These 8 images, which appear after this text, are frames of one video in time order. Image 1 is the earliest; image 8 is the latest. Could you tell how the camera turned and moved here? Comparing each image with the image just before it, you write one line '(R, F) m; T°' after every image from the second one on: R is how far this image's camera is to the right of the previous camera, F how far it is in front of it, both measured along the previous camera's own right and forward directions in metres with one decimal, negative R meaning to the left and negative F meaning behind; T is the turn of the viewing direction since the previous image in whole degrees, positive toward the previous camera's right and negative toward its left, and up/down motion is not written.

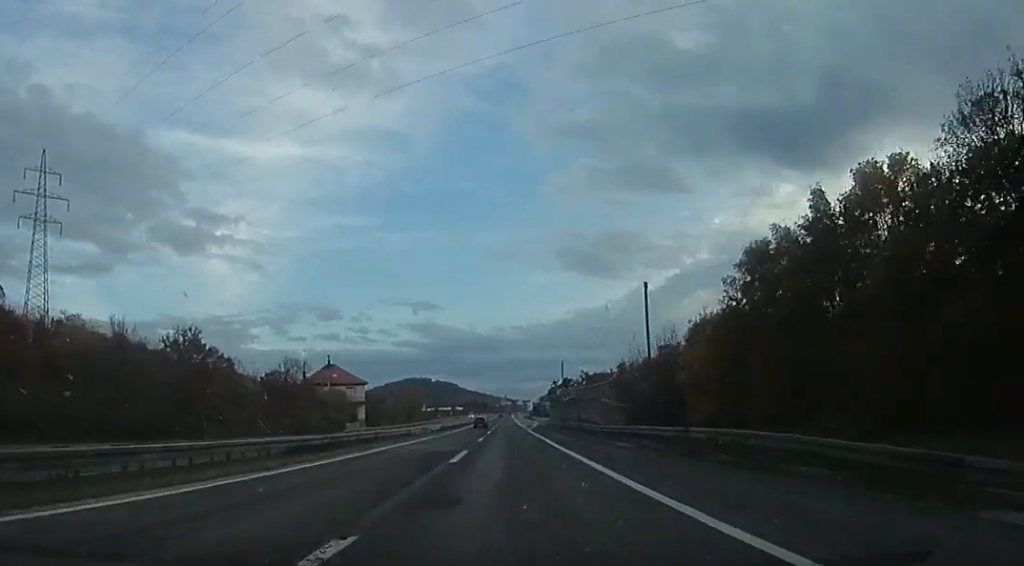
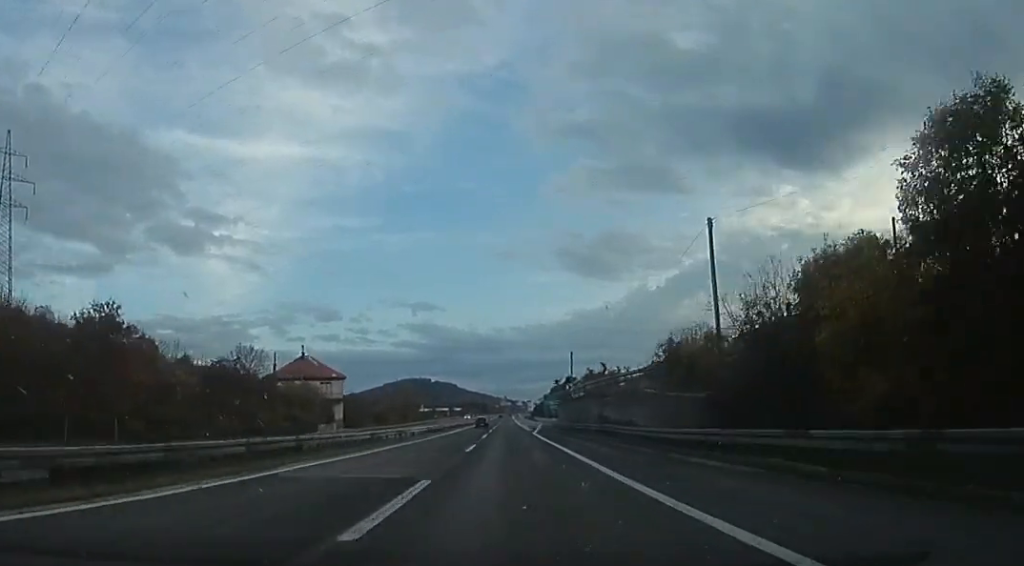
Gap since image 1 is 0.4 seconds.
(+0.1, +12.0) m; -1°
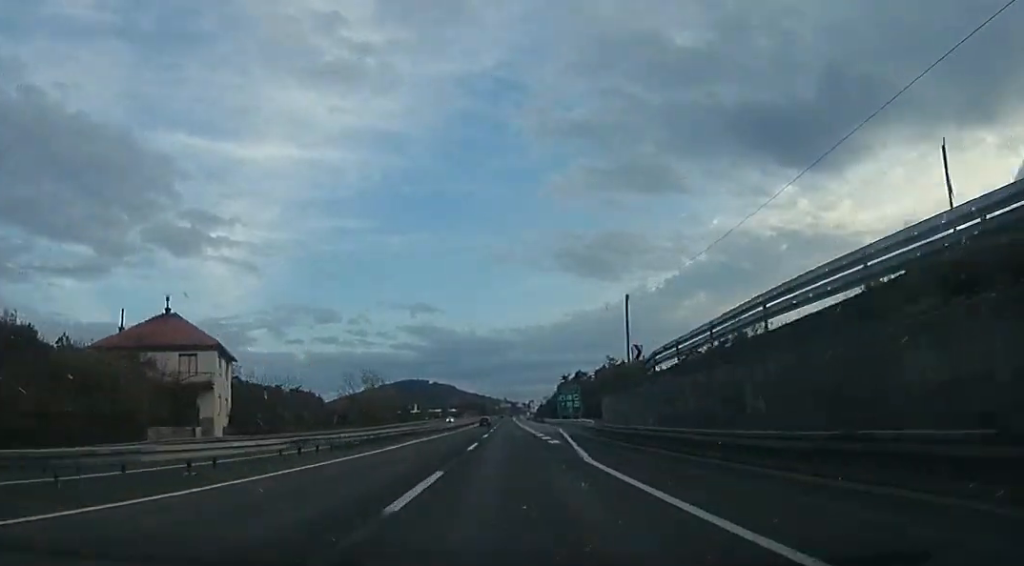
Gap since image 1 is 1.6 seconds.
(-0.9, +33.9) m; 0°
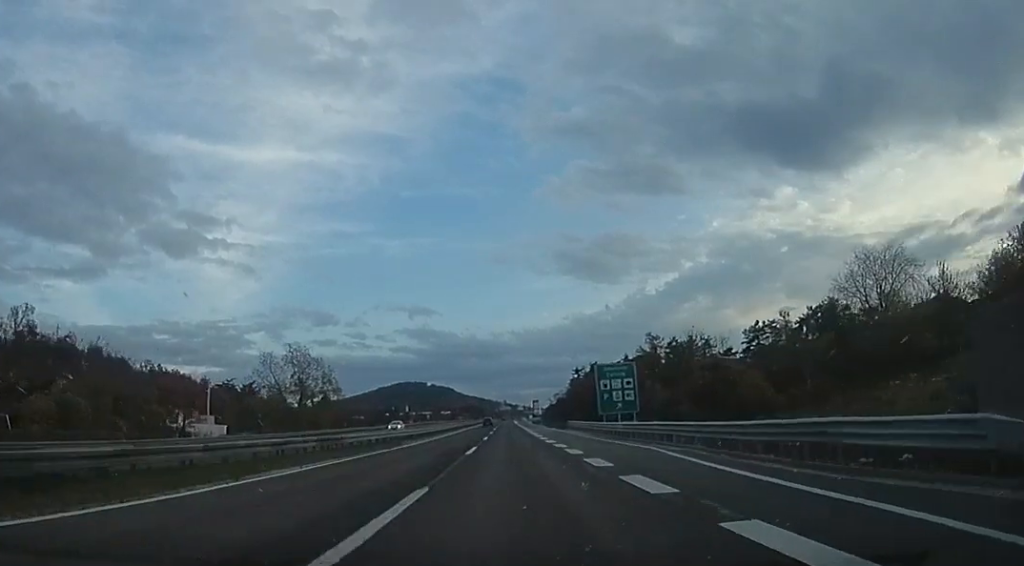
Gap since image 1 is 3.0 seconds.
(+1.6, +39.0) m; +3°
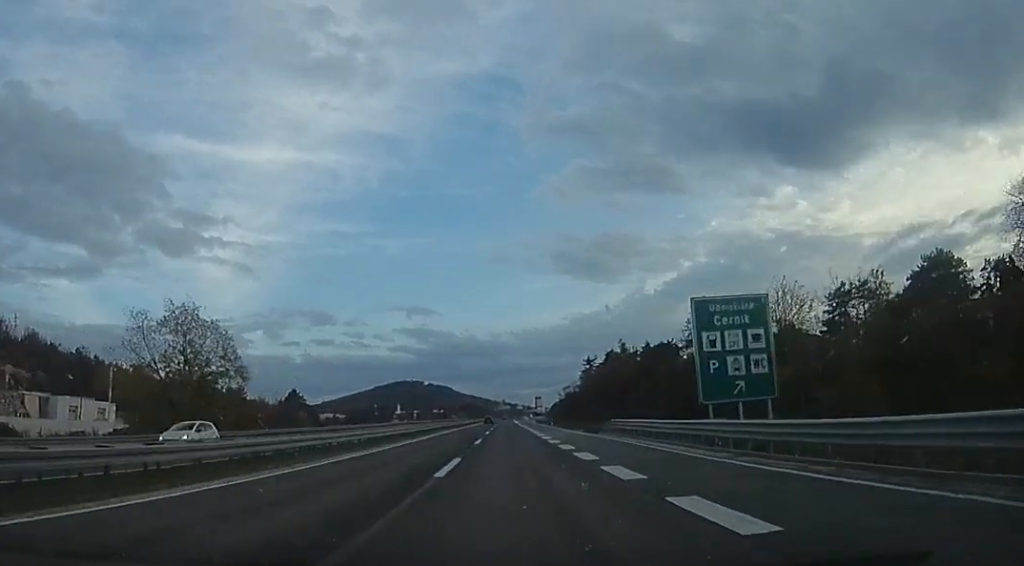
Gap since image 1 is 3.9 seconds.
(-0.1, +27.5) m; -3°
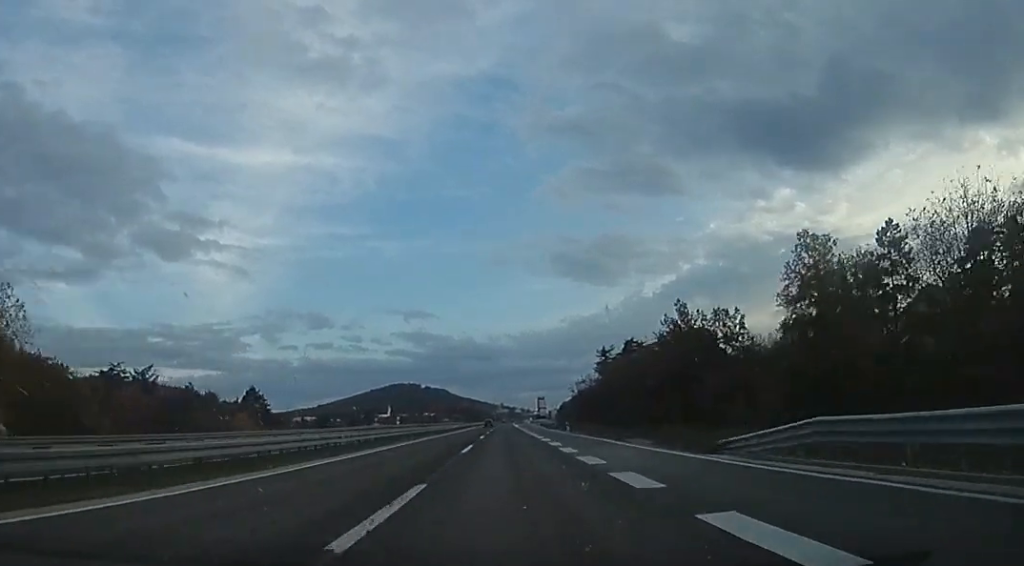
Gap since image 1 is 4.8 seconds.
(-1.3, +25.5) m; 0°
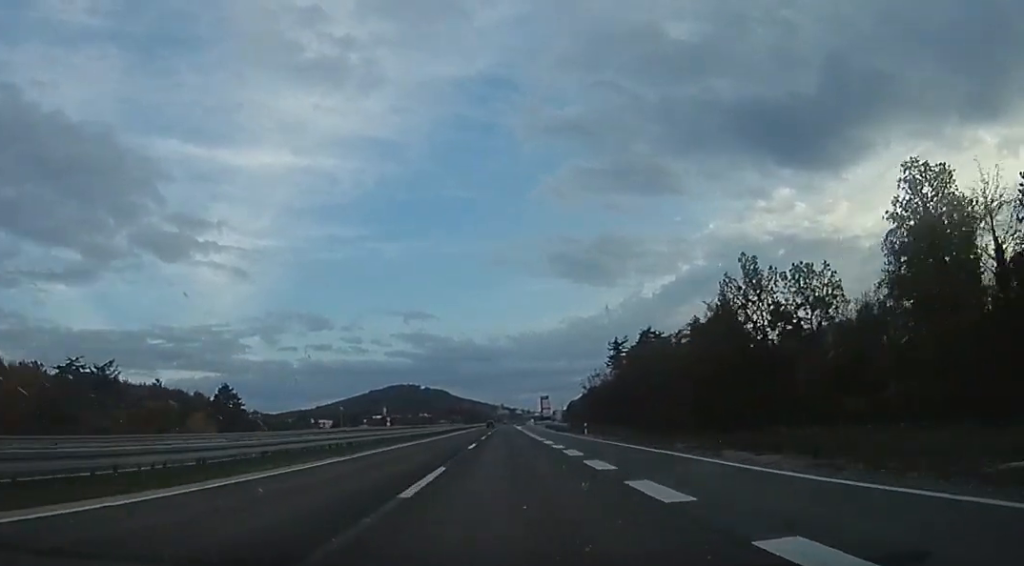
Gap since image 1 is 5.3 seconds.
(+0.7, +13.8) m; +1°
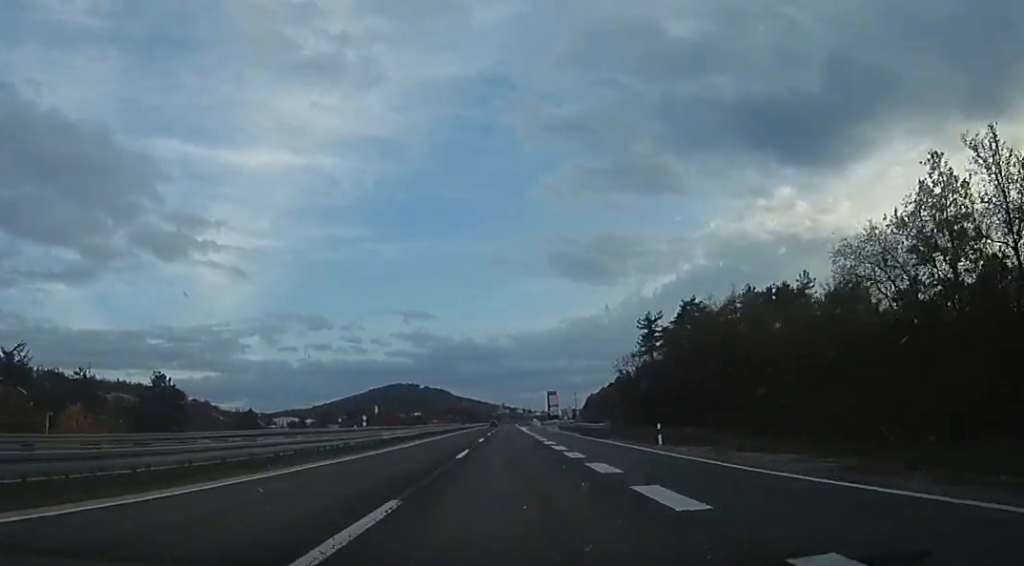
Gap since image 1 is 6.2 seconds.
(+0.3, +24.8) m; 0°
